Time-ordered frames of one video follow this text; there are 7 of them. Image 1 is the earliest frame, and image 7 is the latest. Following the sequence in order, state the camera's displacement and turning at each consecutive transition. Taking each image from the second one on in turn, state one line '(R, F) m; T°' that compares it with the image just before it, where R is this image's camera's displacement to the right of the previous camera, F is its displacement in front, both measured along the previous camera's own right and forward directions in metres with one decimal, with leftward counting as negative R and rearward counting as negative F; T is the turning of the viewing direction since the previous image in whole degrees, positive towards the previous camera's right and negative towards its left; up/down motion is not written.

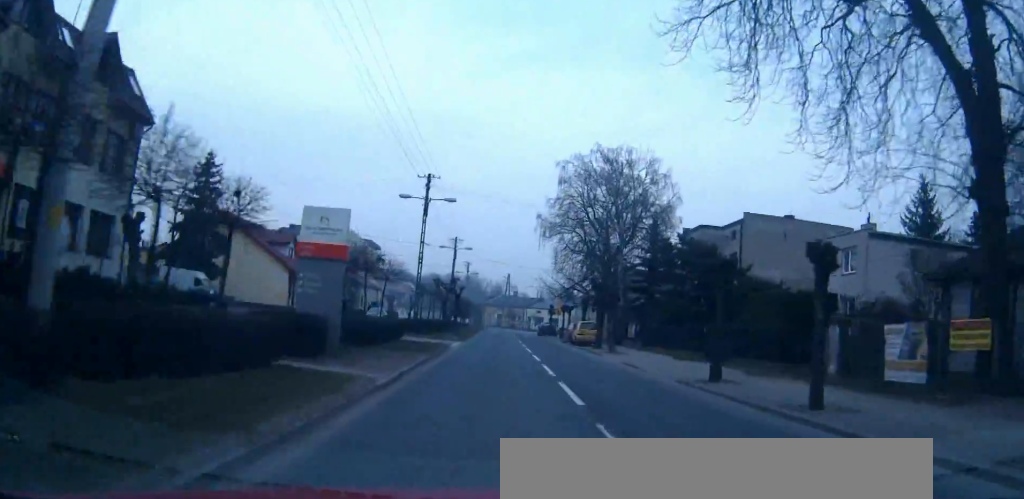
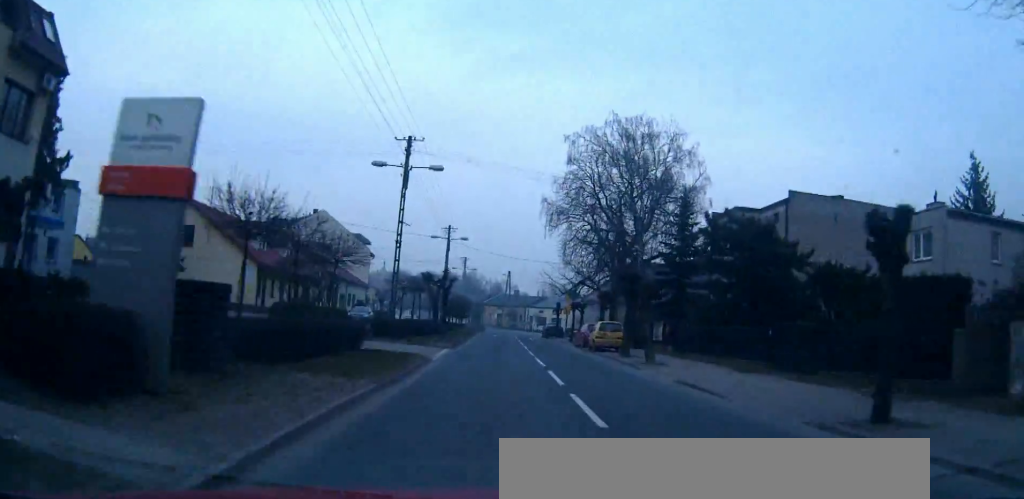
(0.0, +8.2) m; 0°
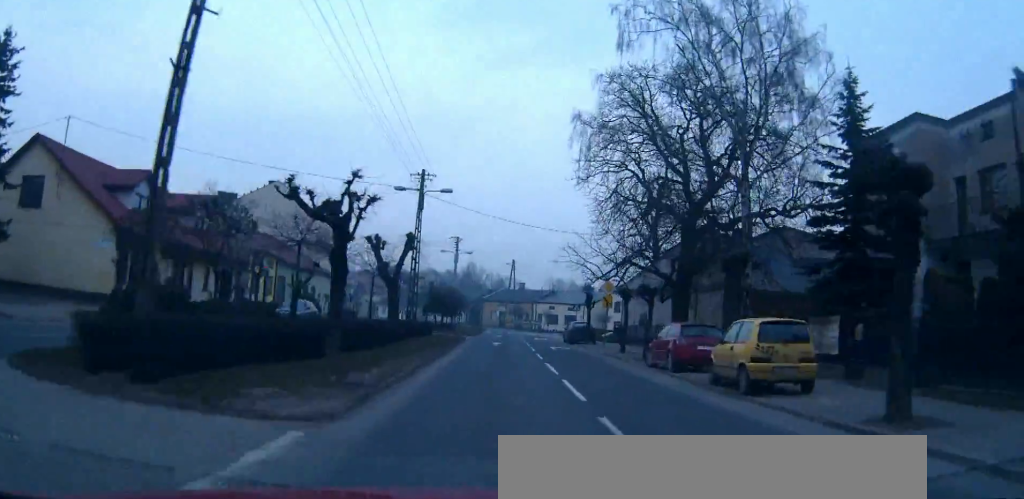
(0.0, +21.2) m; 0°
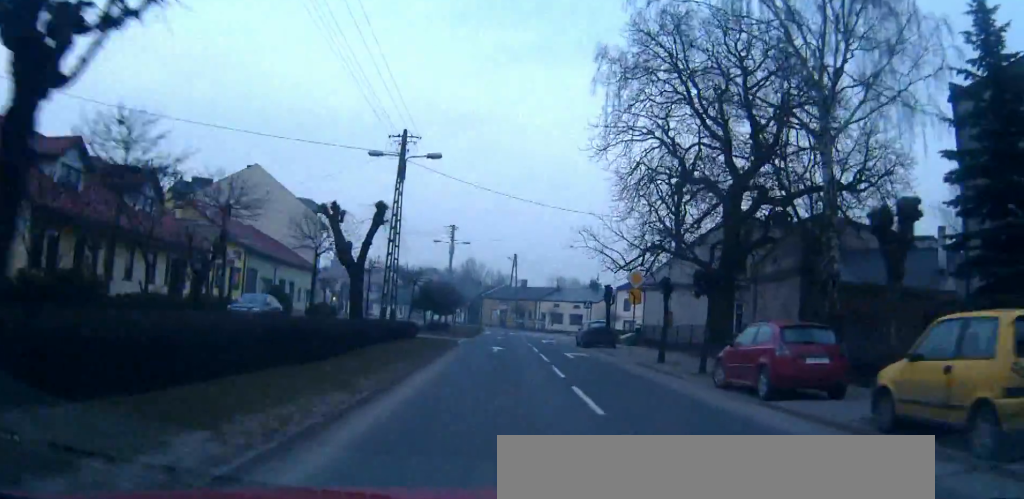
(0.0, +7.6) m; 0°
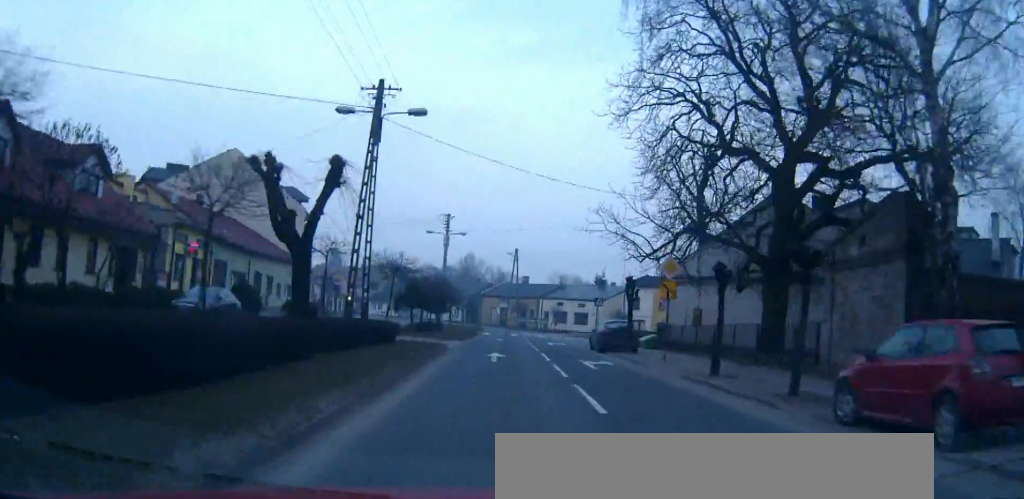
(0.0, +6.2) m; 0°
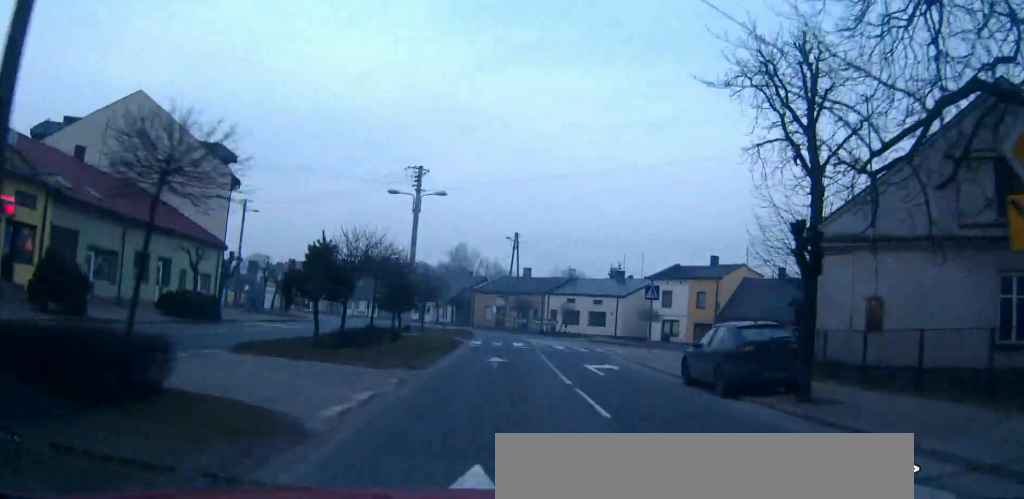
(0.0, +18.4) m; -1°
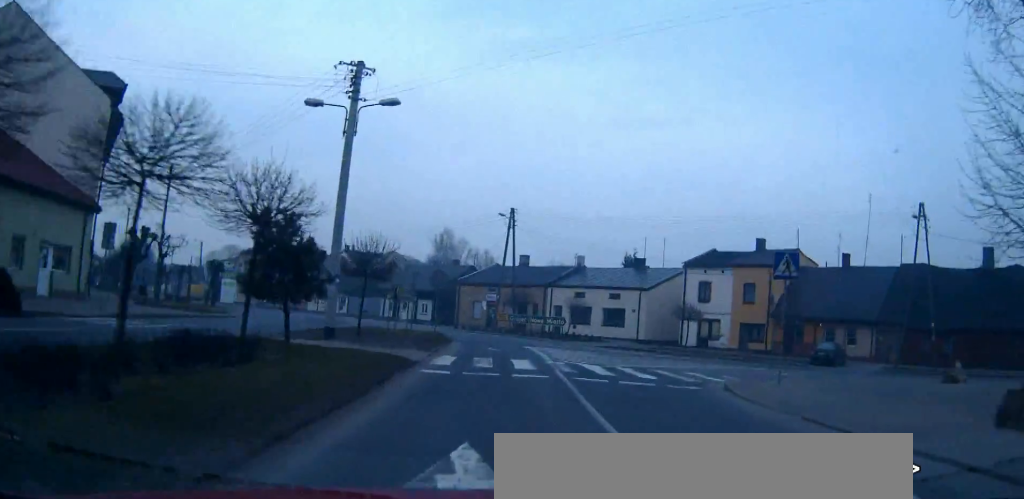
(-0.1, +16.1) m; +1°
